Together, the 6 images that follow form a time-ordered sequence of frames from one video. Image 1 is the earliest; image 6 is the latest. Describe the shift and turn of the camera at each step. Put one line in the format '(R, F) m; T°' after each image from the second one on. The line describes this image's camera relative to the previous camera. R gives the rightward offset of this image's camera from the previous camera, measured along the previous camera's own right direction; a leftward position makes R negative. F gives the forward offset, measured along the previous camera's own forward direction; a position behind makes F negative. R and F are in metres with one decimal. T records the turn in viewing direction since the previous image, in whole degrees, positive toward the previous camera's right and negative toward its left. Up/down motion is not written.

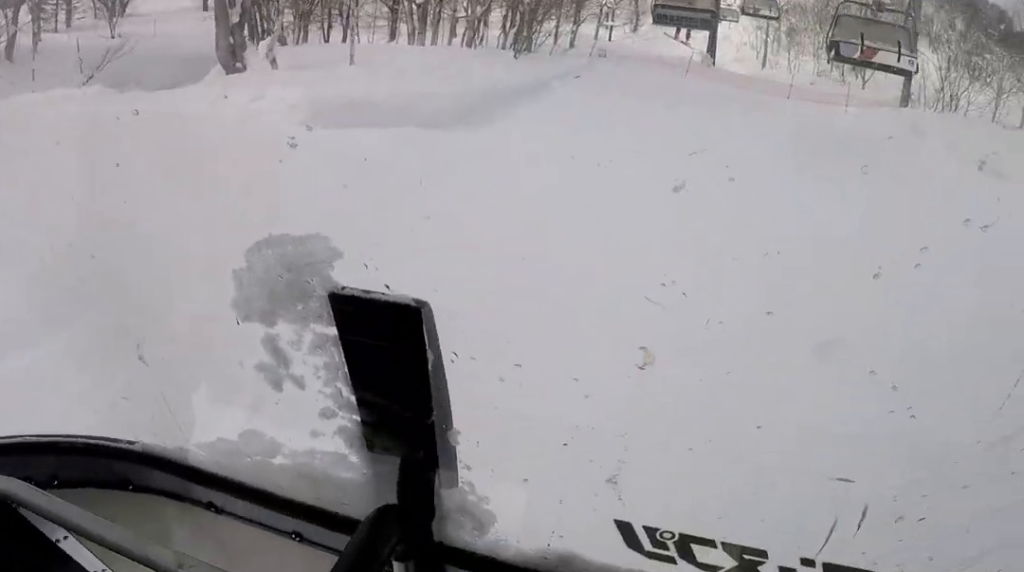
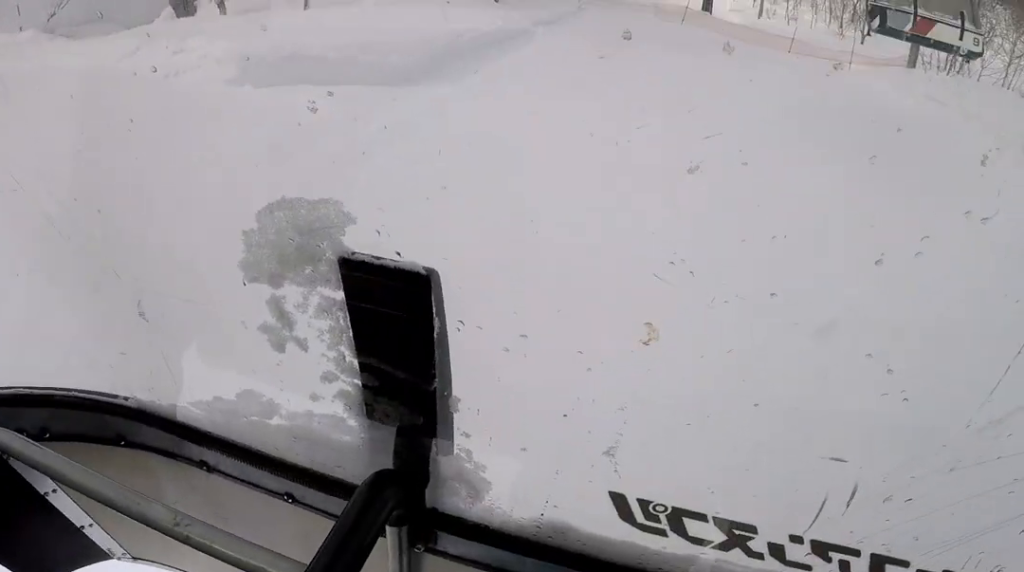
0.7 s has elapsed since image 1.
(0.0, +4.1) m; -9°
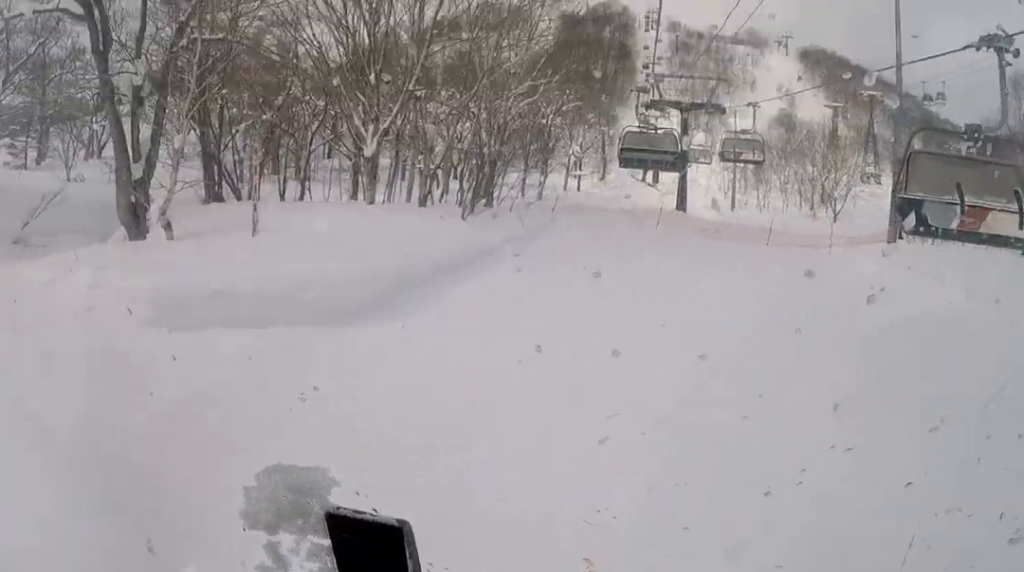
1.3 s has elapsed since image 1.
(-0.4, +3.4) m; -10°
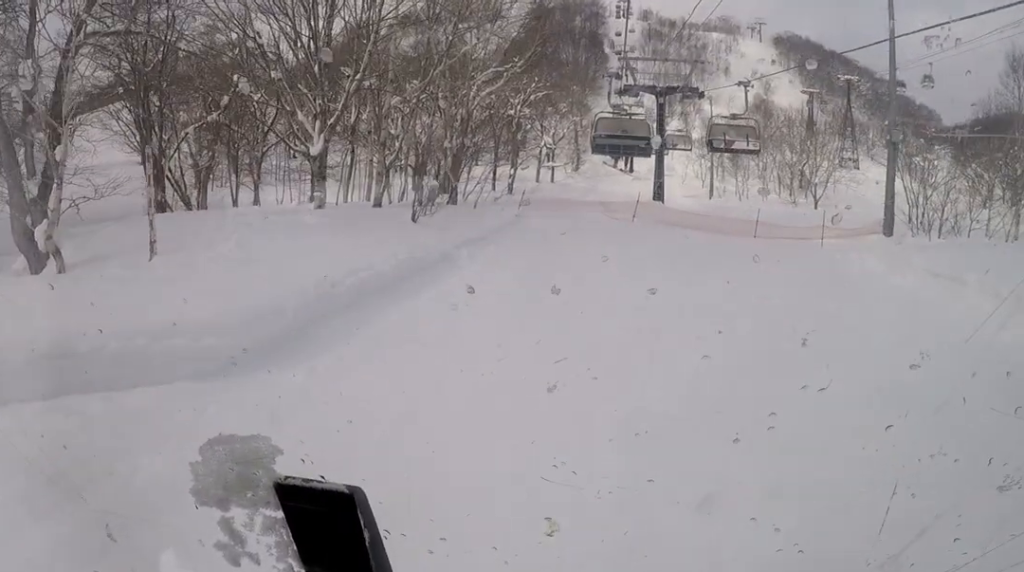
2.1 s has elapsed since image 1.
(-0.6, +4.4) m; -12°
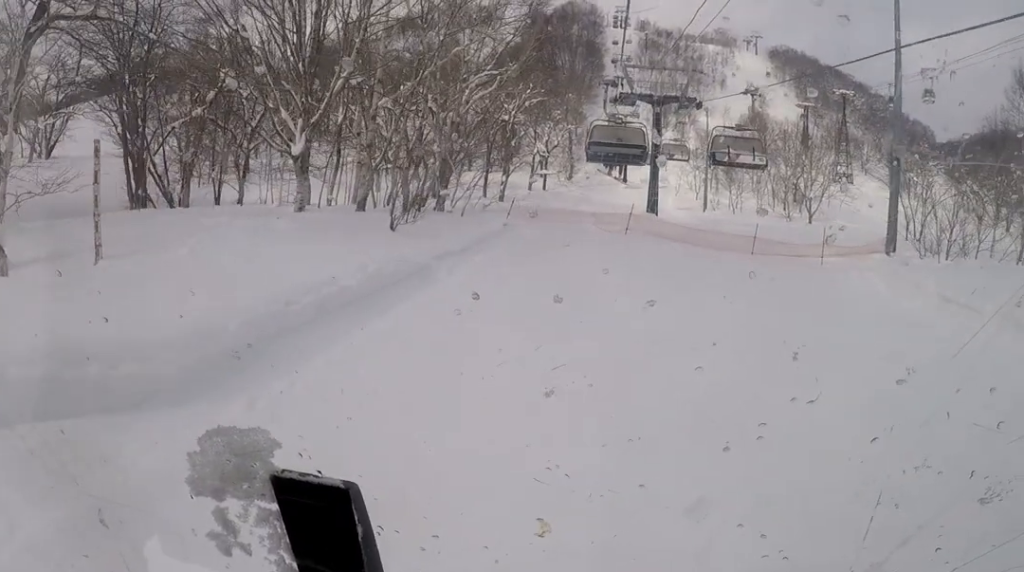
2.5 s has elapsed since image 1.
(-0.2, +2.3) m; -2°
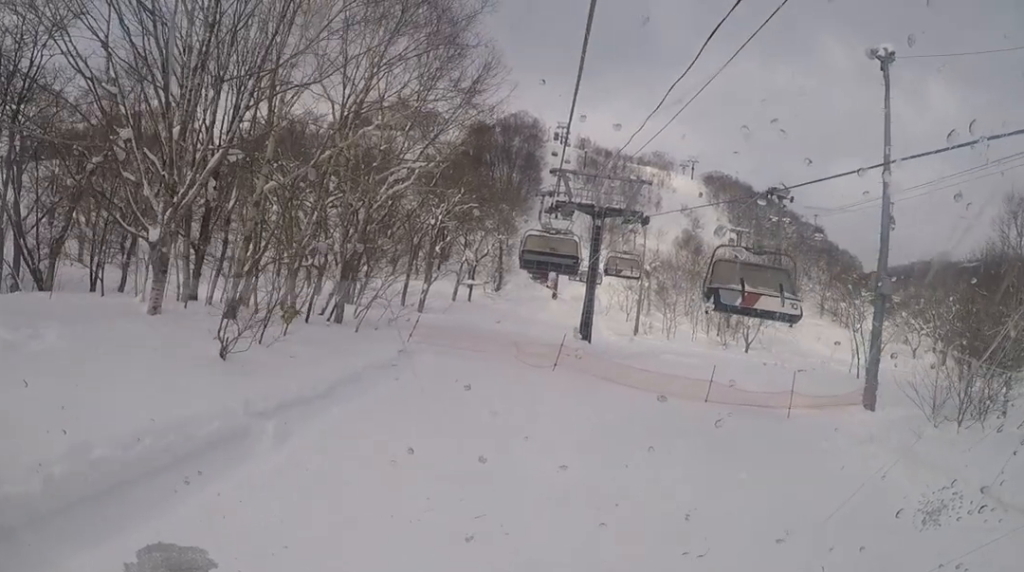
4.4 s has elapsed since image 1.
(+0.2, +9.5) m; +7°
